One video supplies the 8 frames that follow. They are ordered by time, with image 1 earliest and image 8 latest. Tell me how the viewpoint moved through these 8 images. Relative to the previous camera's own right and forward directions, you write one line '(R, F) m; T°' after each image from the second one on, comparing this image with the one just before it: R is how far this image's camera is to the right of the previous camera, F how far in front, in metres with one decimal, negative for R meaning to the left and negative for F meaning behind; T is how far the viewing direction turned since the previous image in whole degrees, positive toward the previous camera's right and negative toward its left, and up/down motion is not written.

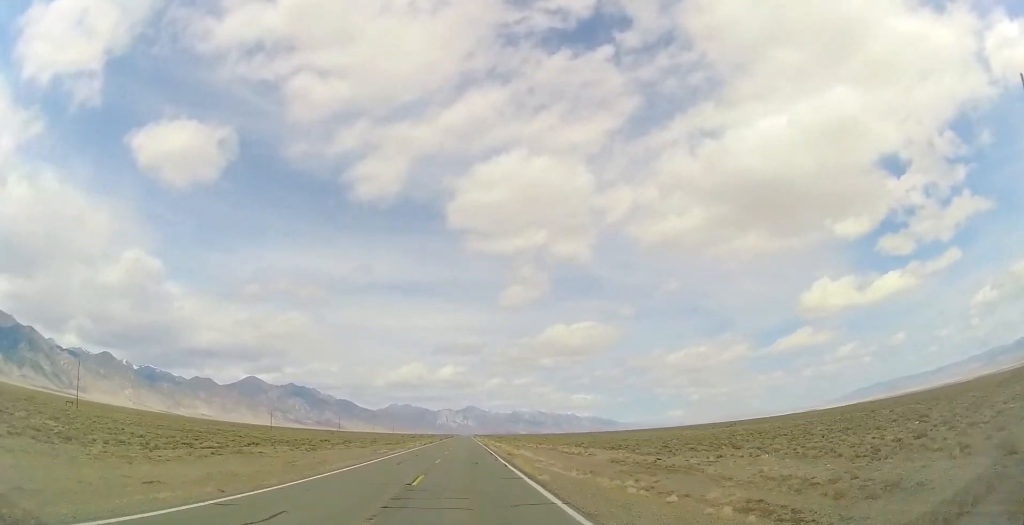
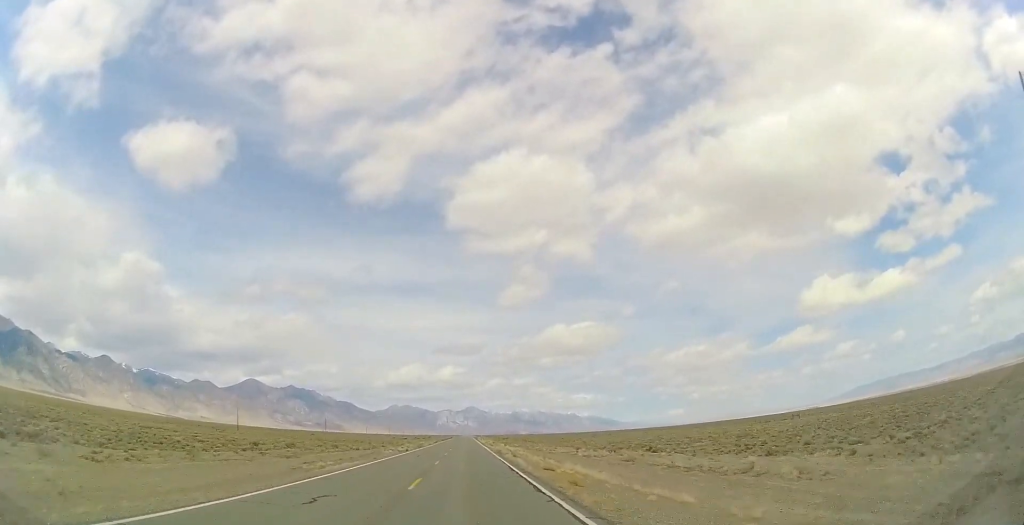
(-0.1, +25.8) m; 0°
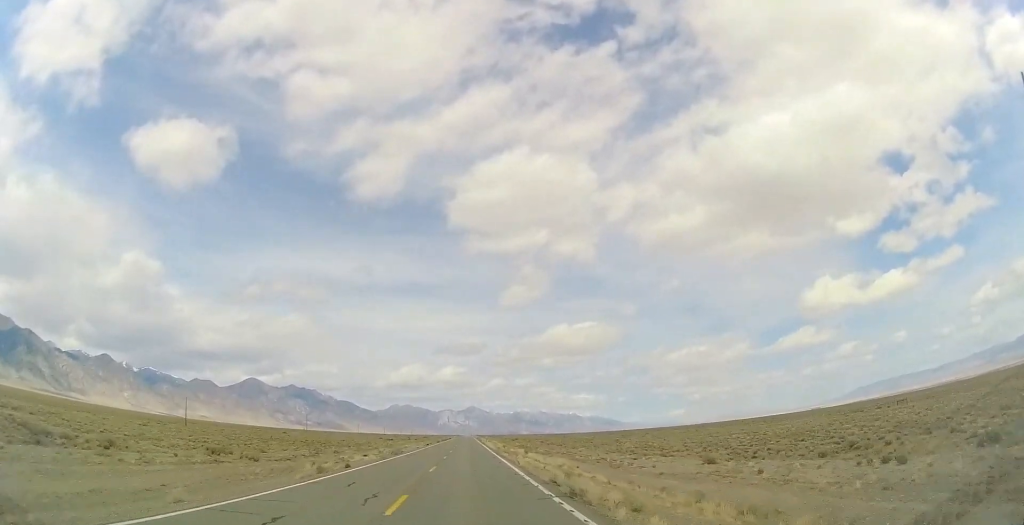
(-0.2, +29.0) m; 0°
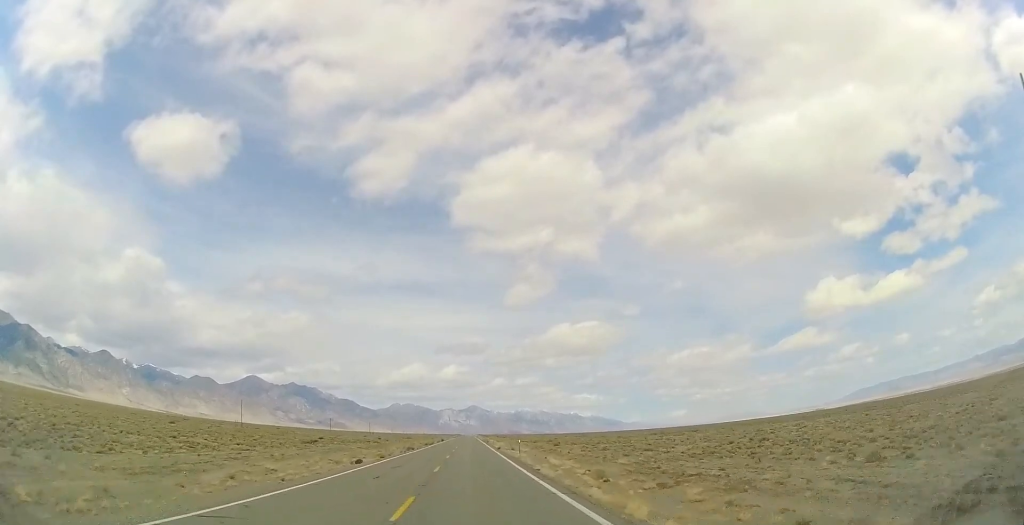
(+0.6, +61.4) m; +1°
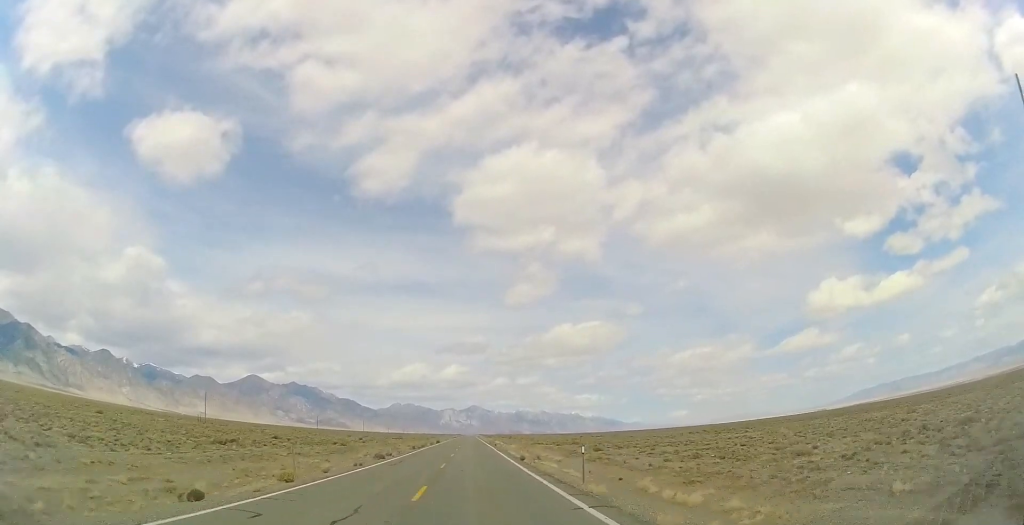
(0.0, +21.6) m; 0°
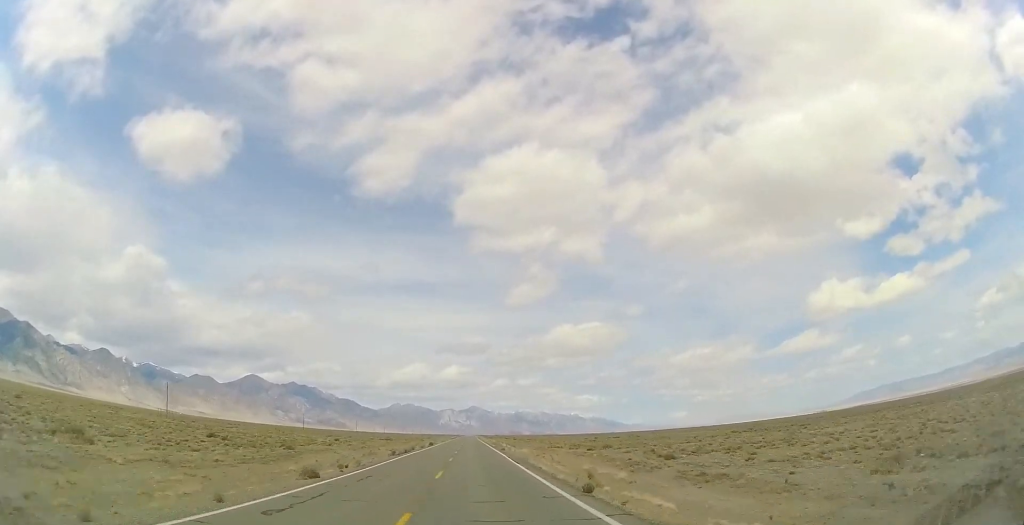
(0.0, +17.3) m; 0°
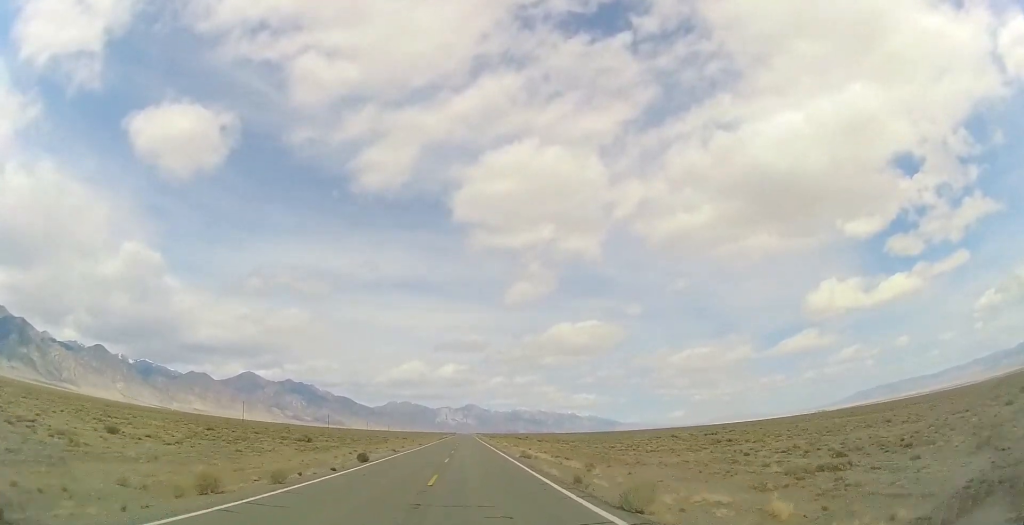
(-0.6, +51.9) m; 0°
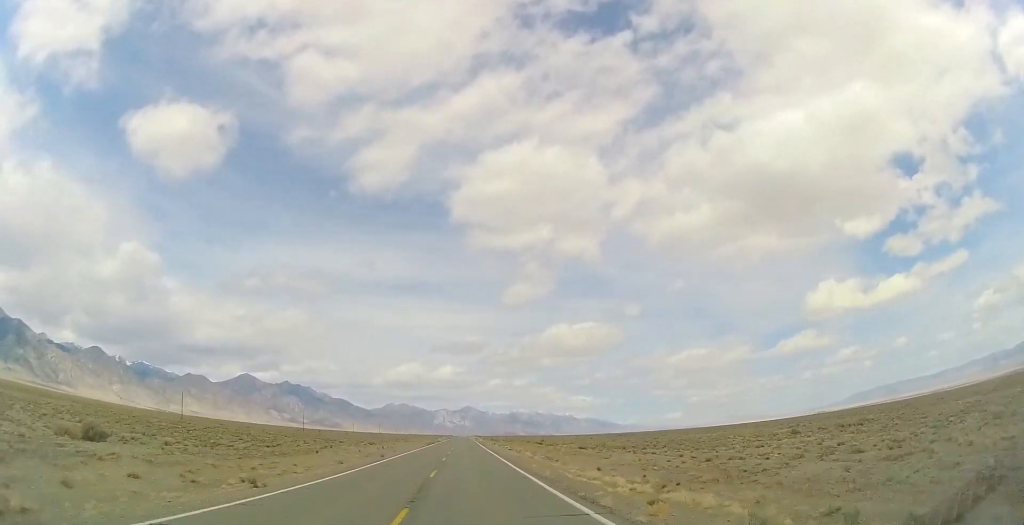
(+0.7, +32.6) m; +1°
